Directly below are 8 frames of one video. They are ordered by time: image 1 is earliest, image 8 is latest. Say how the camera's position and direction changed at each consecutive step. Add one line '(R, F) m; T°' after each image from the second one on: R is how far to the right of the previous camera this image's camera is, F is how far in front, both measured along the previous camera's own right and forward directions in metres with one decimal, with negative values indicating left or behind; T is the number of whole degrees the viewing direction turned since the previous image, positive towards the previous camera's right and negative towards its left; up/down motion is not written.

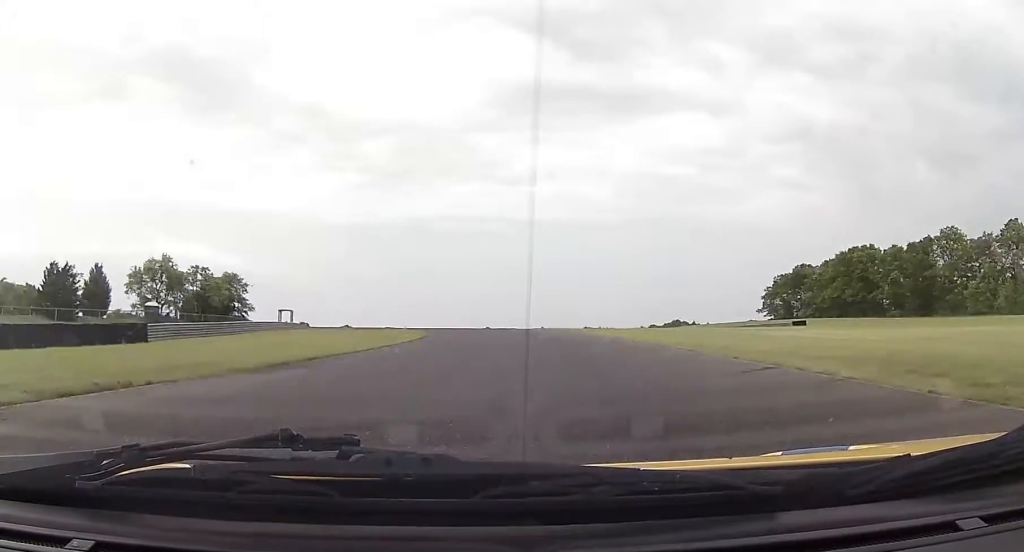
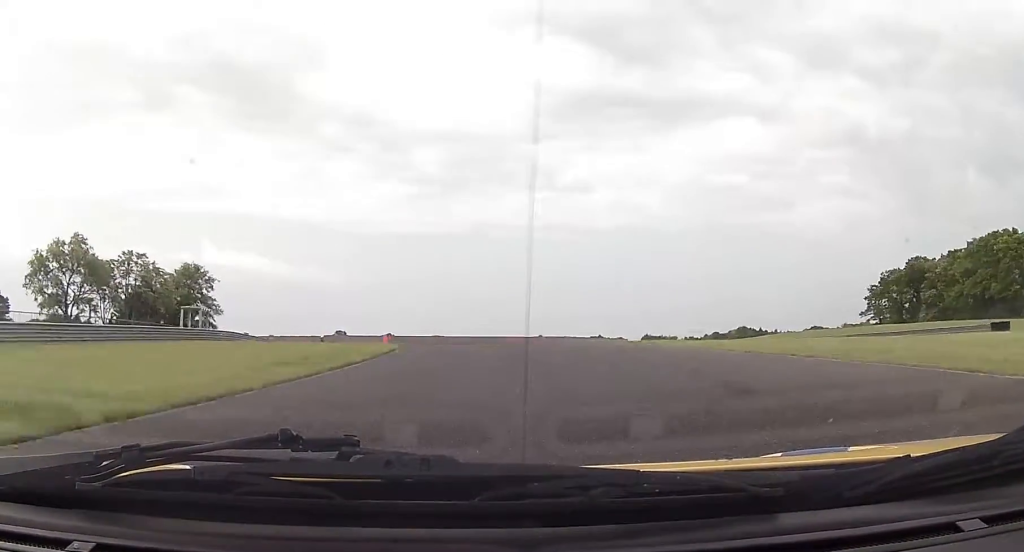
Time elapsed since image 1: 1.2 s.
(-1.2, +37.0) m; -3°
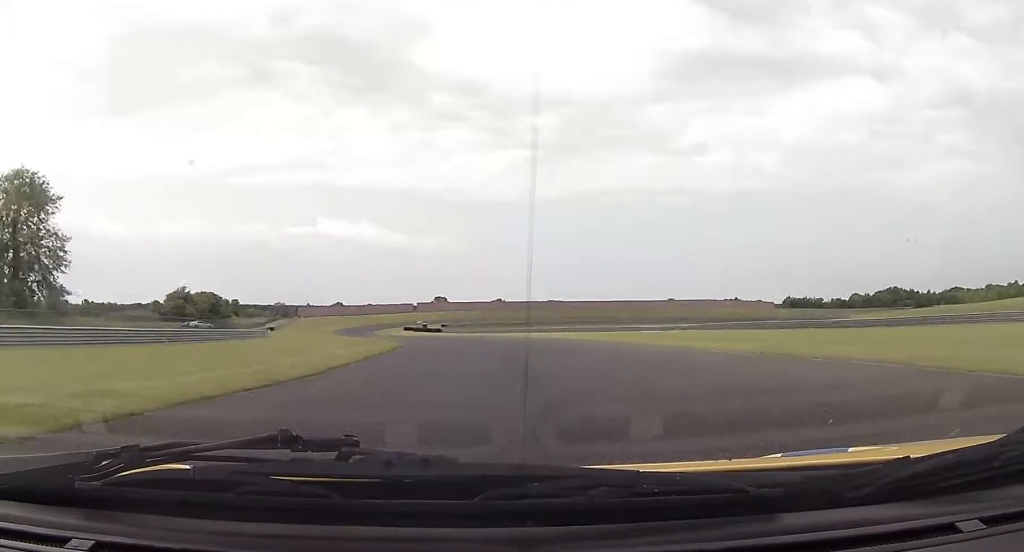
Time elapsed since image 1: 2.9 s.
(-3.1, +59.1) m; -8°
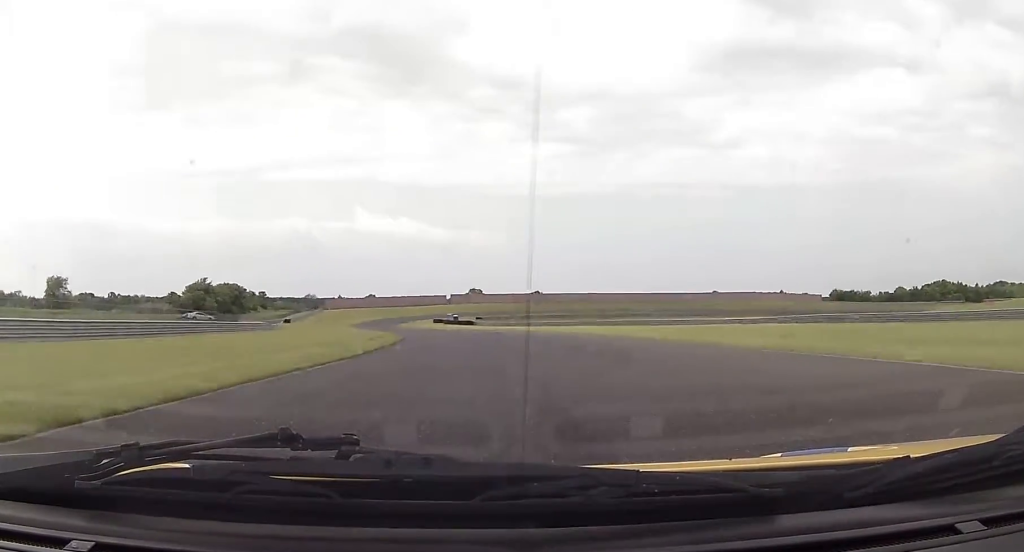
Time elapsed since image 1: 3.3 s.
(-0.3, +15.4) m; -3°
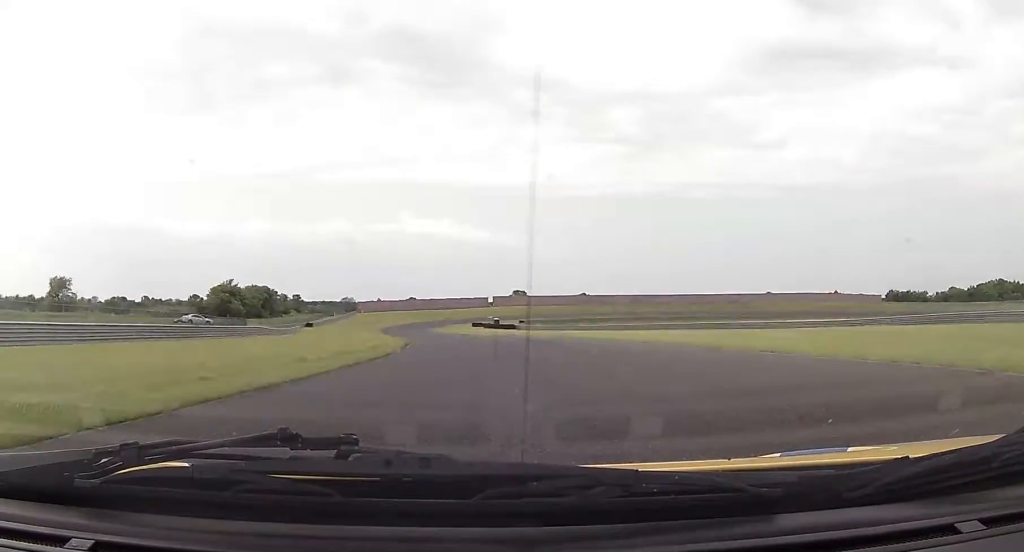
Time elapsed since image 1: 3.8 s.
(-0.7, +16.9) m; -4°
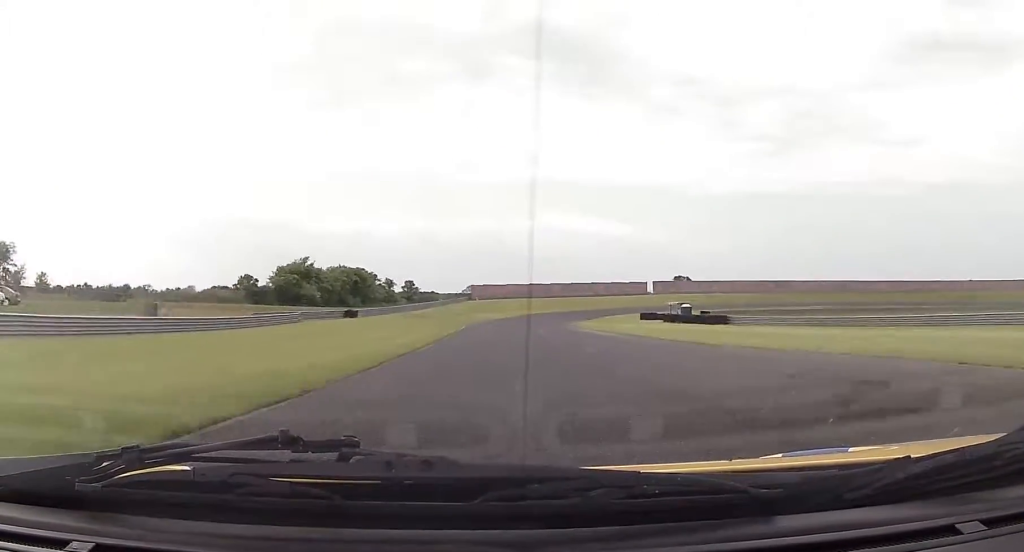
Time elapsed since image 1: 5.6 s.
(-8.0, +68.1) m; -12°
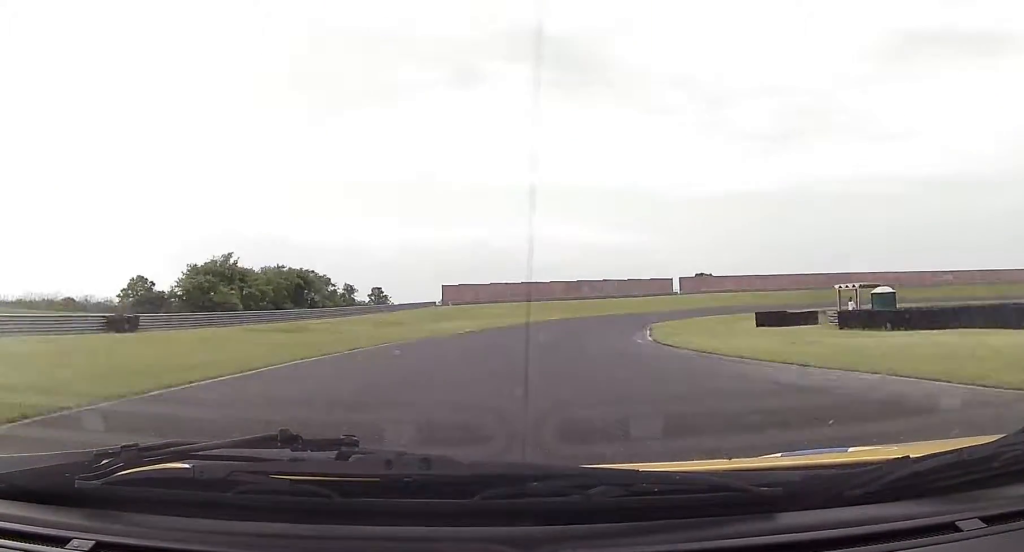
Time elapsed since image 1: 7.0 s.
(-1.7, +51.8) m; -1°
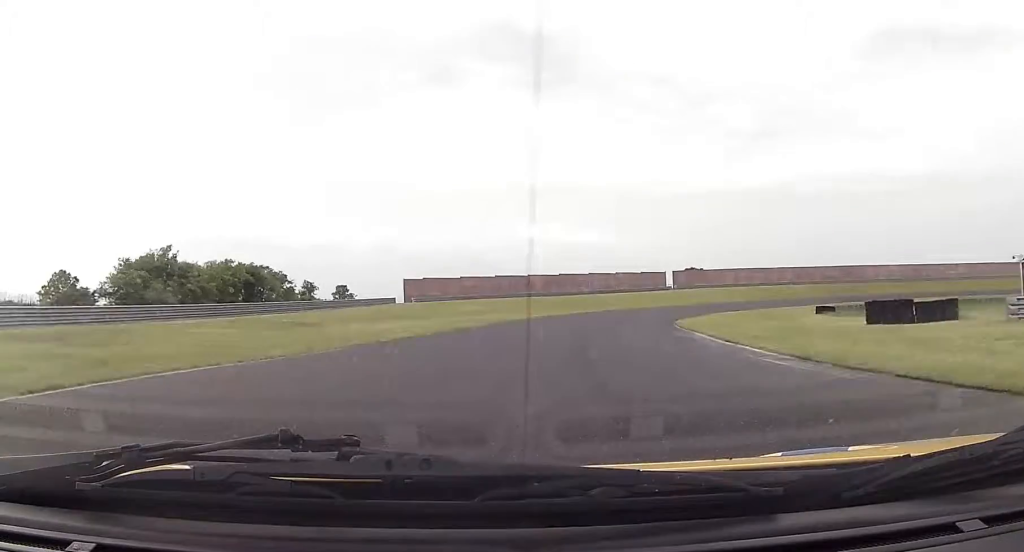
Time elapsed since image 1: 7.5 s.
(0.0, +19.9) m; +1°
